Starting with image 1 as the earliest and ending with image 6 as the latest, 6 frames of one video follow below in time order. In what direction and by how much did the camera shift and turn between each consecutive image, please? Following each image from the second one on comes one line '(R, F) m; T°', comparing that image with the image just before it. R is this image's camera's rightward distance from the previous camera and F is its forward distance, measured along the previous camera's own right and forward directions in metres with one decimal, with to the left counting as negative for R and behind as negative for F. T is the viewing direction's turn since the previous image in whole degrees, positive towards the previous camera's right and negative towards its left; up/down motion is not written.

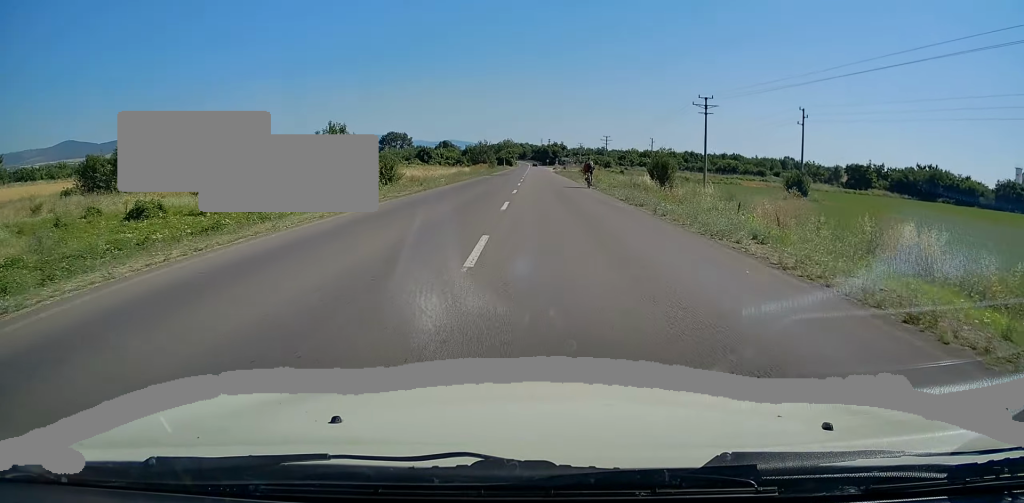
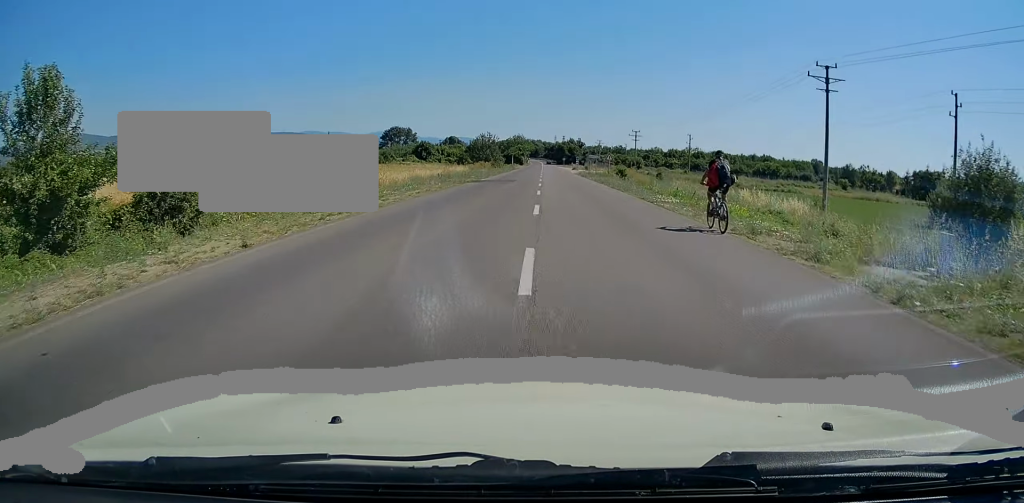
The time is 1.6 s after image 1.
(0.0, +29.2) m; 0°
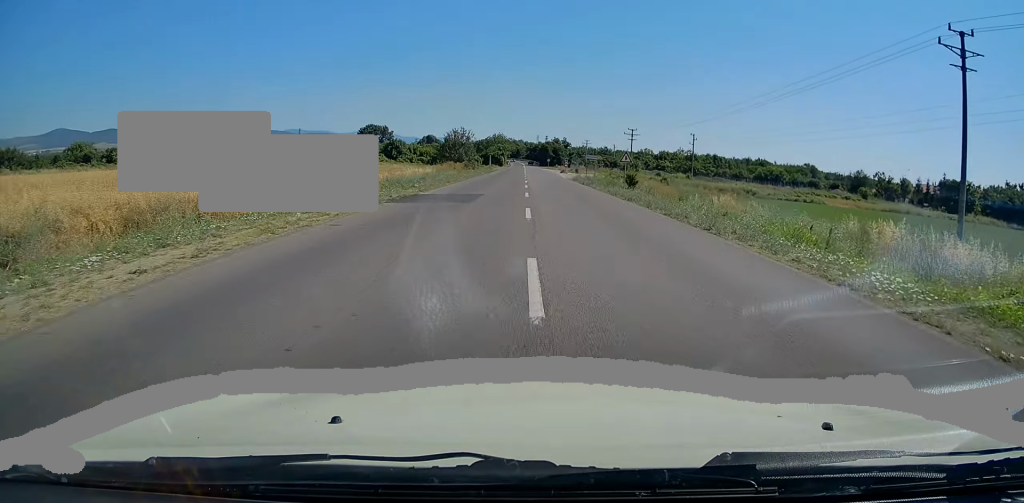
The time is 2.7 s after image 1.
(-0.2, +18.4) m; 0°
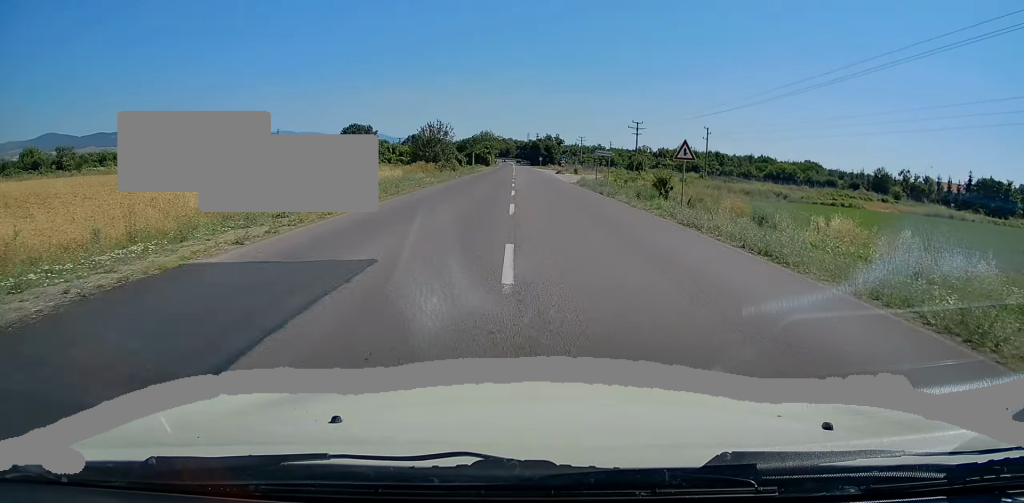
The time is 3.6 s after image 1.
(+0.2, +16.7) m; +1°
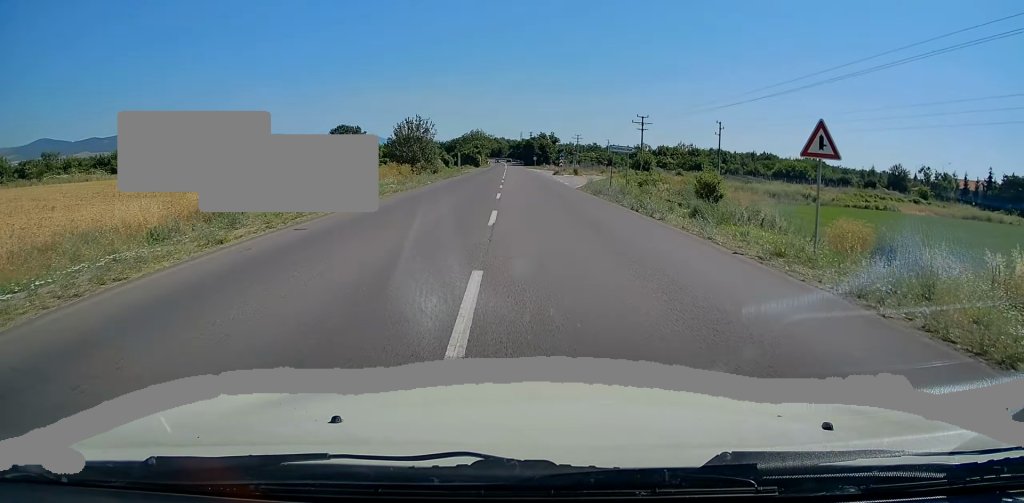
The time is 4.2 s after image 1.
(+0.1, +11.4) m; 0°
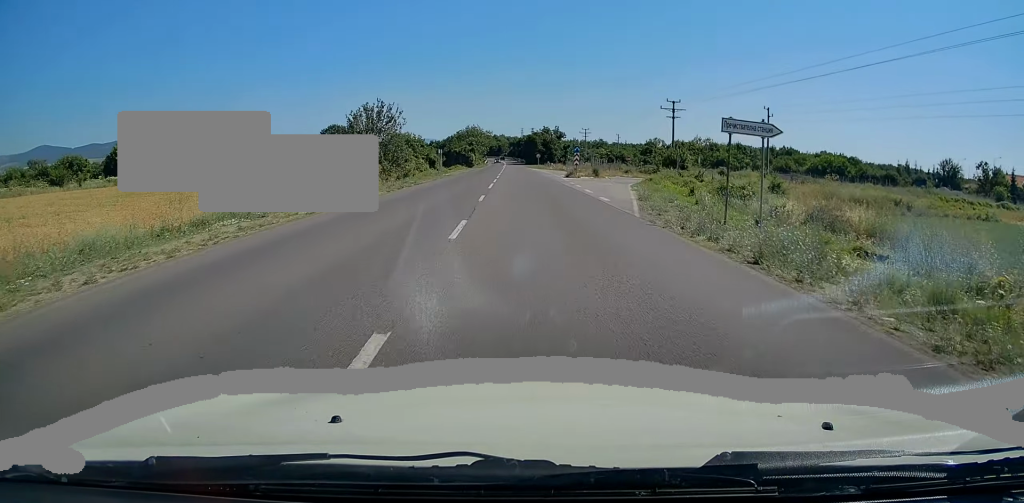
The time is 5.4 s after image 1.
(-0.2, +20.5) m; -1°
